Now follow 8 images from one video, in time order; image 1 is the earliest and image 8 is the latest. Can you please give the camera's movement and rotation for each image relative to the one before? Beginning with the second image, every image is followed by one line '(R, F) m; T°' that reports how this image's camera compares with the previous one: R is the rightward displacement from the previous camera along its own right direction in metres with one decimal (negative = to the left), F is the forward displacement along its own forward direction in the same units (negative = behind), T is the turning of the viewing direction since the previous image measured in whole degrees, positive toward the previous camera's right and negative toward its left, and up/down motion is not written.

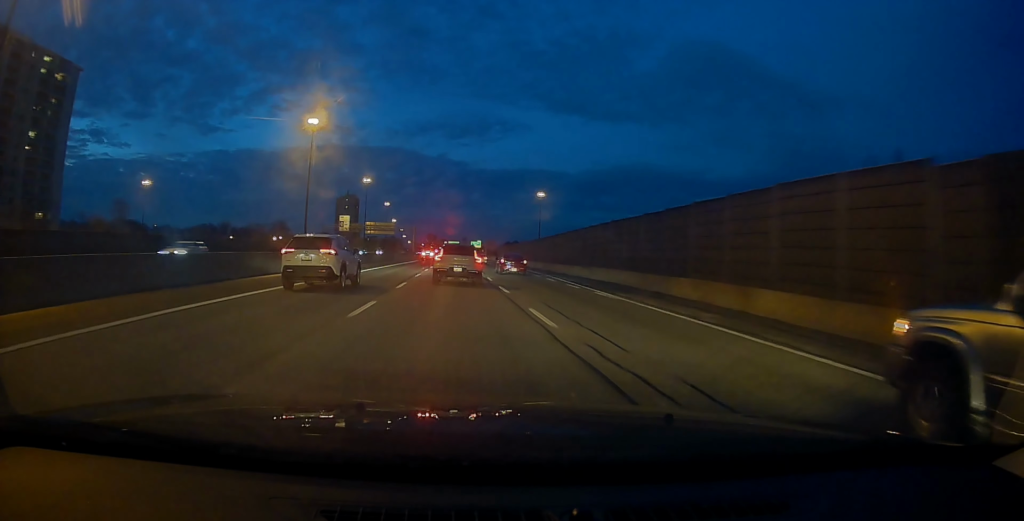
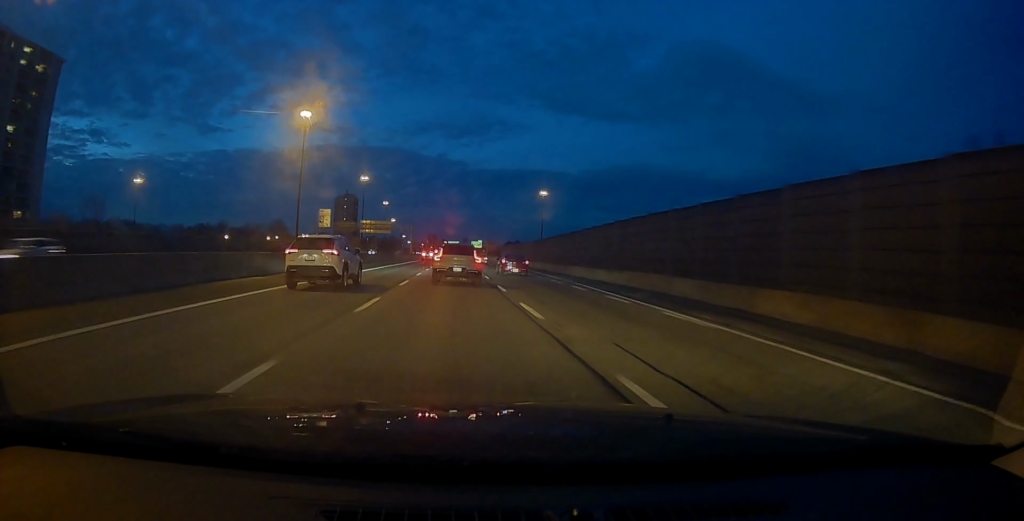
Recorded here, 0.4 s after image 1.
(0.0, +7.7) m; 0°
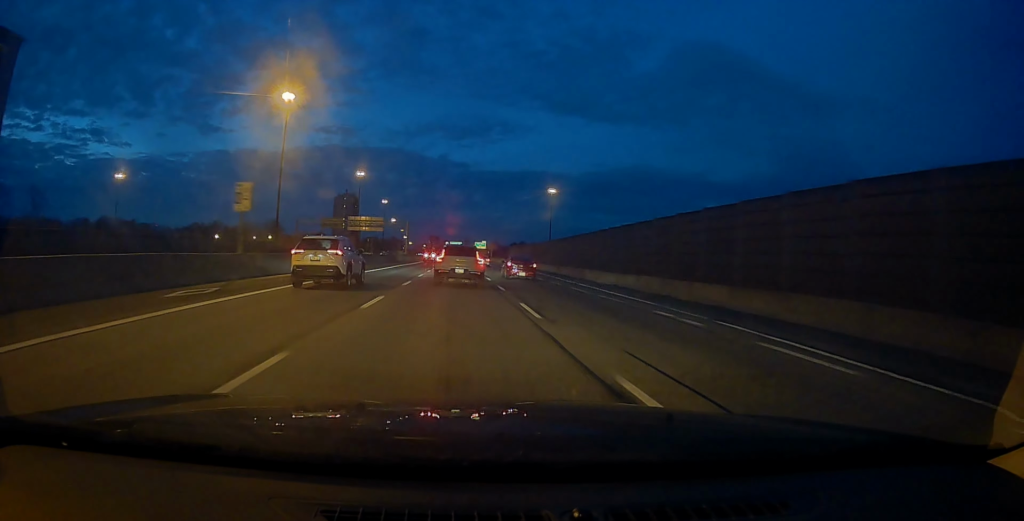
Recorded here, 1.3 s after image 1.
(0.0, +17.4) m; 0°
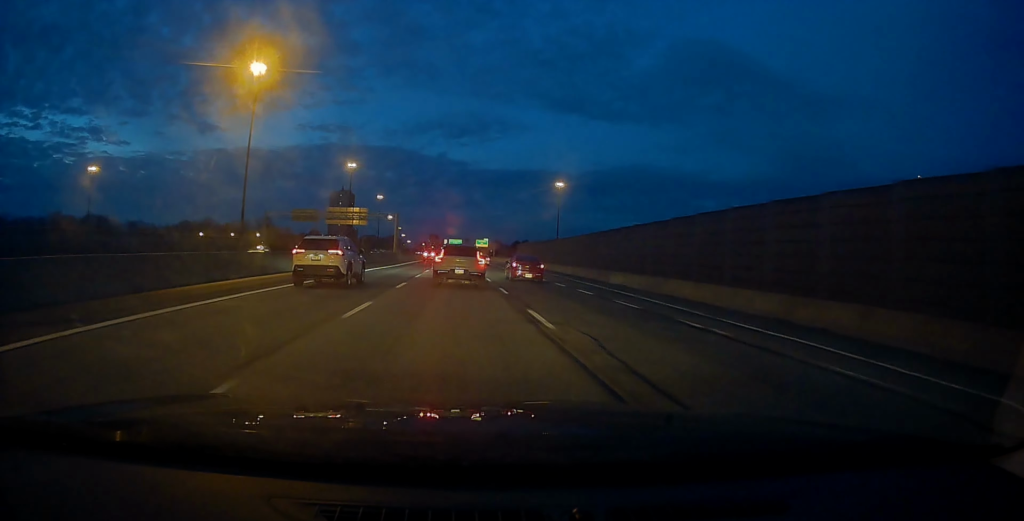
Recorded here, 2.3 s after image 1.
(-0.1, +19.6) m; -1°
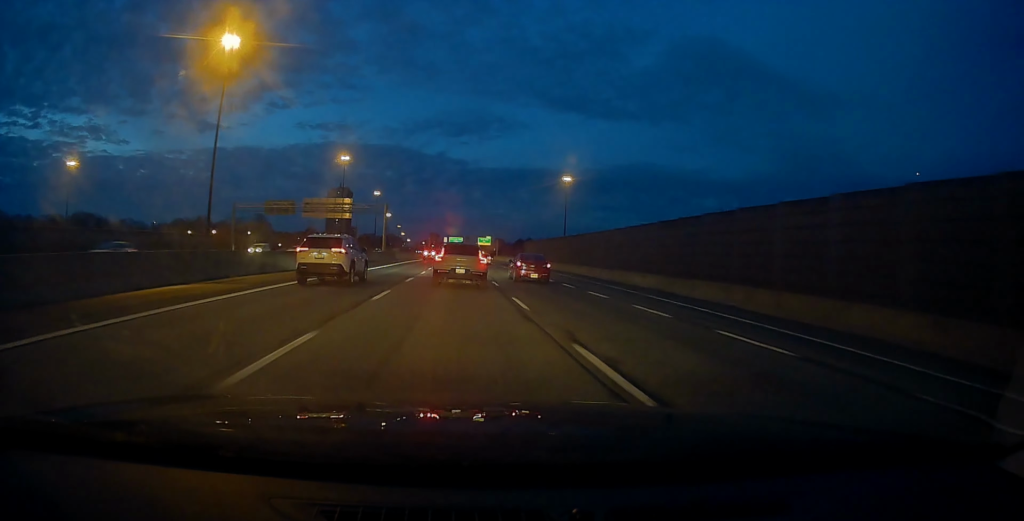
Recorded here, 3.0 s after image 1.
(-0.2, +14.6) m; 0°
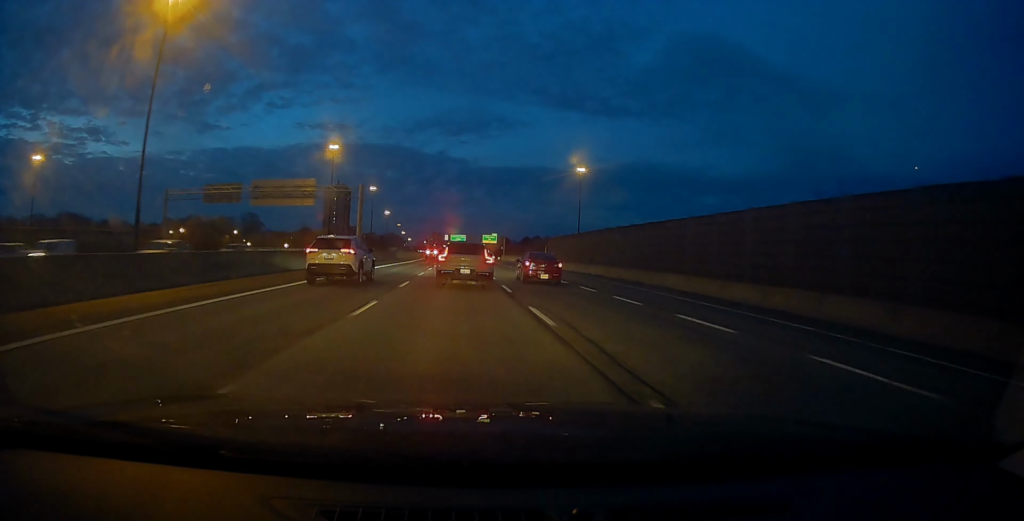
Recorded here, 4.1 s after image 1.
(+0.4, +22.0) m; +1°
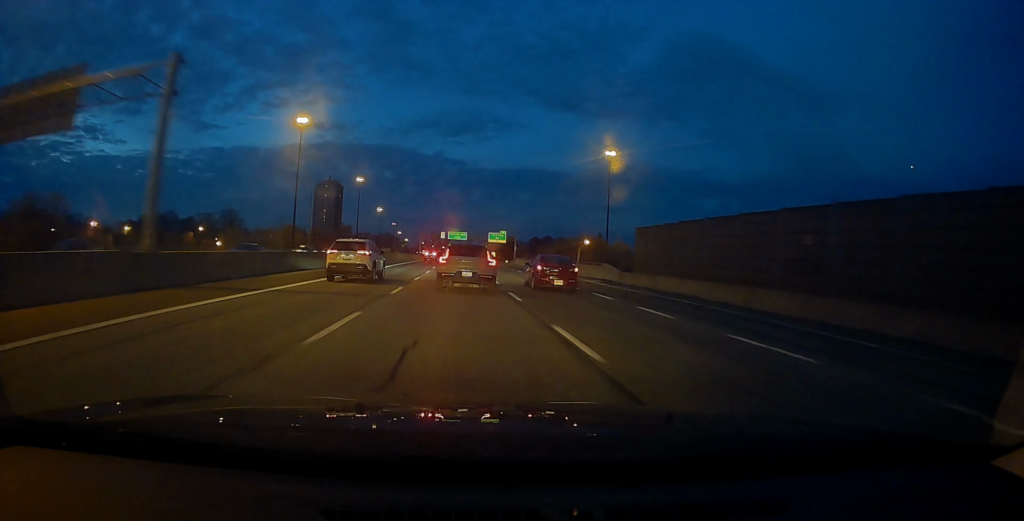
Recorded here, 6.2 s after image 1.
(-0.2, +39.4) m; 0°
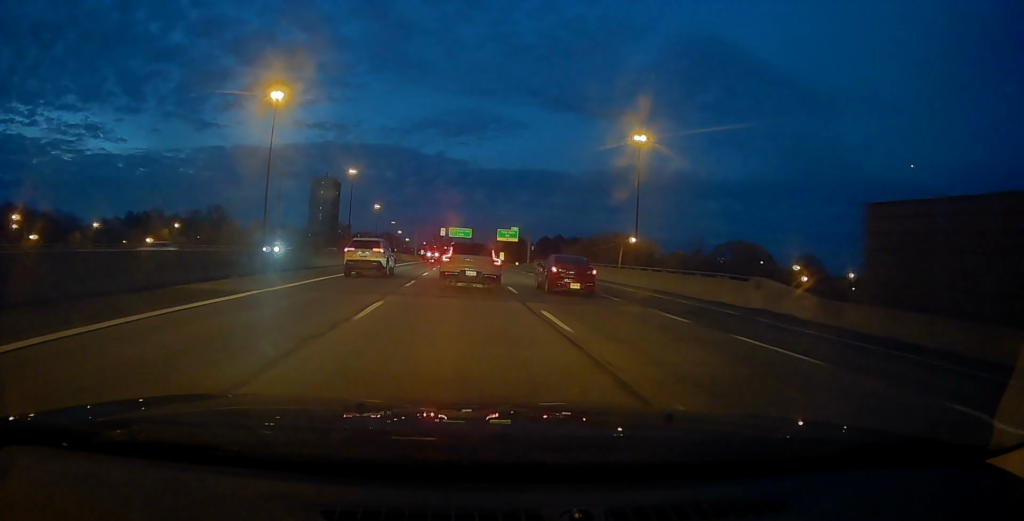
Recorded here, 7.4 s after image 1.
(-0.2, +24.3) m; -1°
